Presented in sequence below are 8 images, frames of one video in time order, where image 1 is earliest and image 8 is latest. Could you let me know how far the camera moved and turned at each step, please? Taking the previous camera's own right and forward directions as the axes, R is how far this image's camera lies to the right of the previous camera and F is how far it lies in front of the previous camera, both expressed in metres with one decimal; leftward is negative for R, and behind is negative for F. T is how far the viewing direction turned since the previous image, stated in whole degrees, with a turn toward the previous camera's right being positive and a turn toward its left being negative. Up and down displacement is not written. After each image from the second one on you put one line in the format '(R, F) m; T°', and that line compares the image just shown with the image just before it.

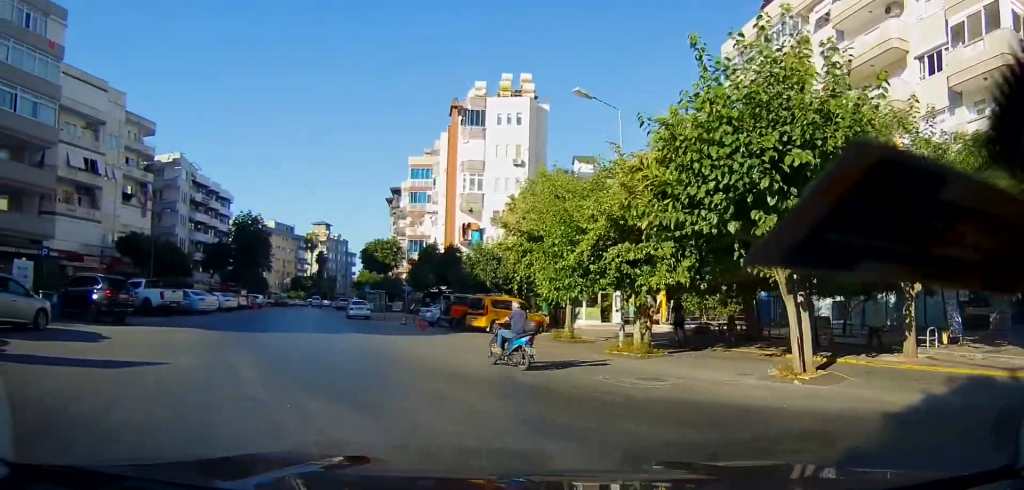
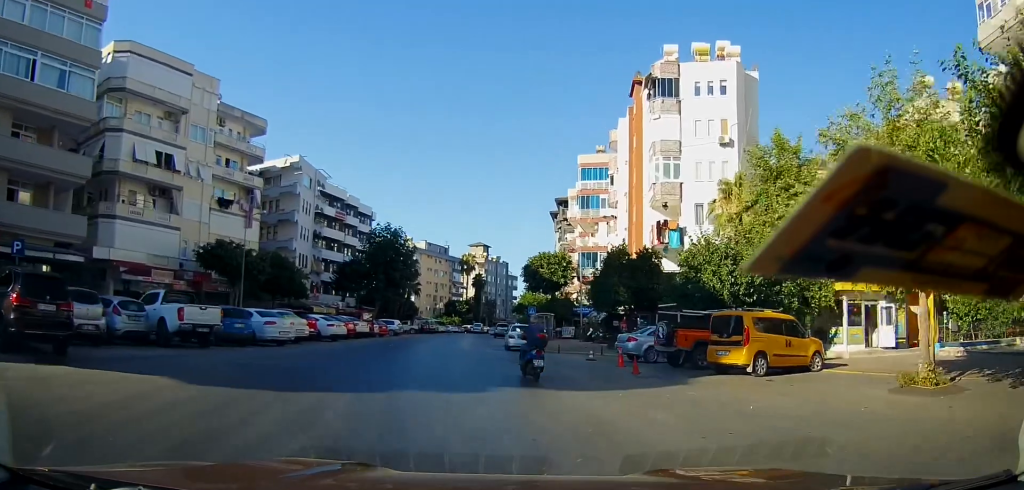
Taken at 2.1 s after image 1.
(-1.2, +11.1) m; -12°
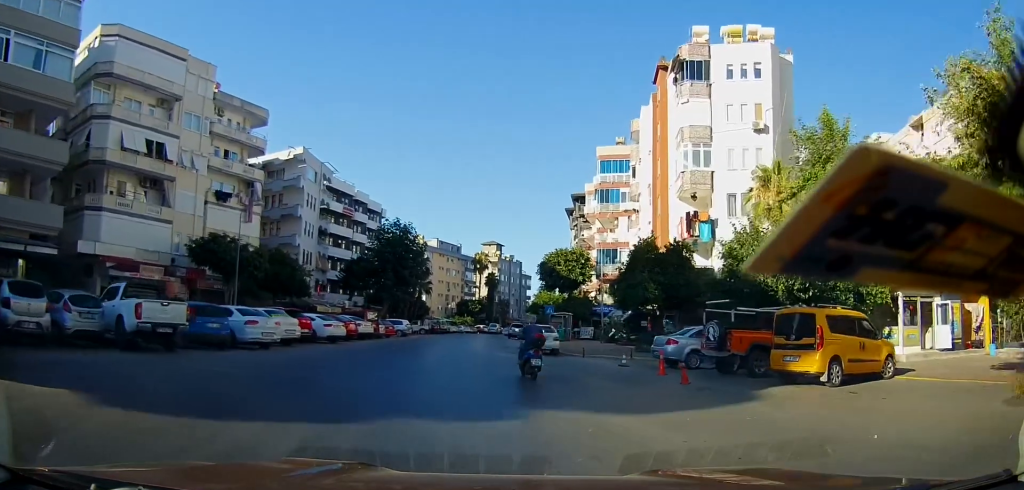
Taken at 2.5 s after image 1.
(-0.2, +3.0) m; -2°
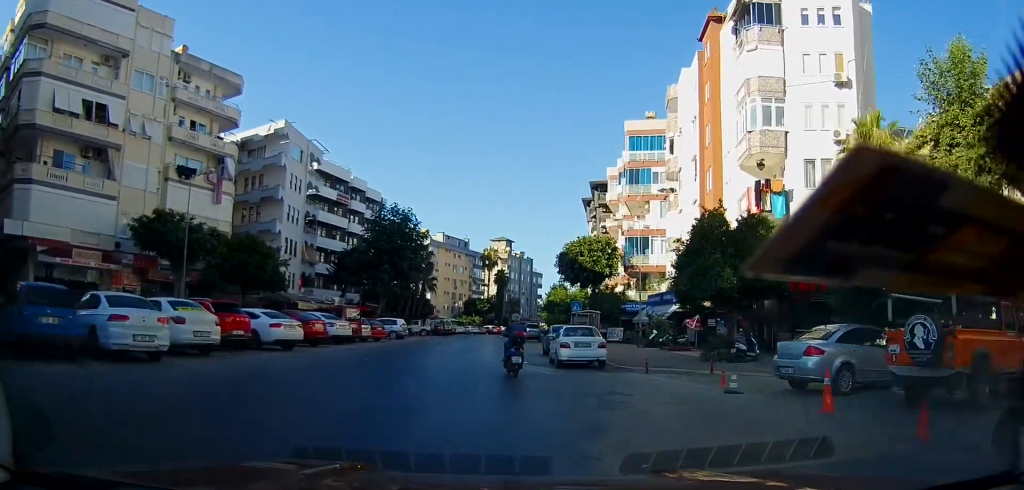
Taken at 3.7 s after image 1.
(-0.1, +7.7) m; +2°
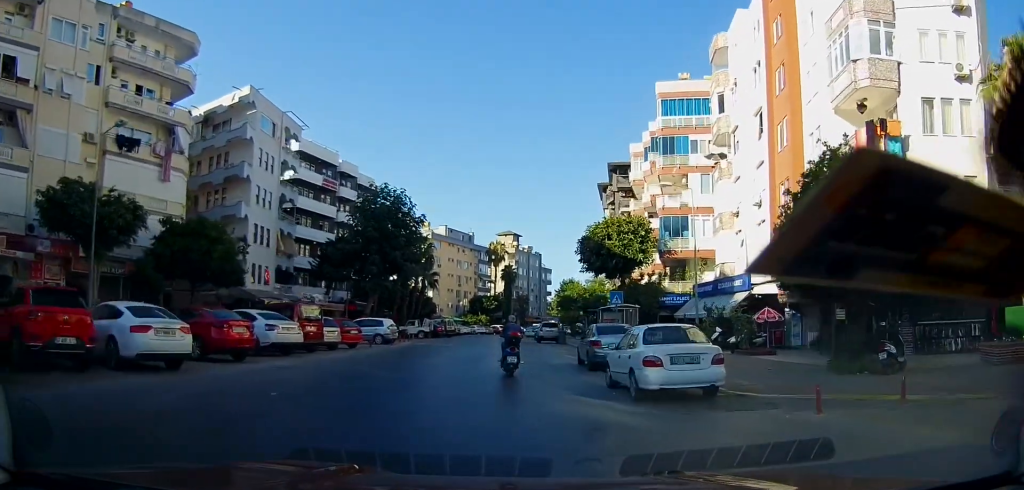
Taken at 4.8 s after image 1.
(+0.4, +8.1) m; 0°
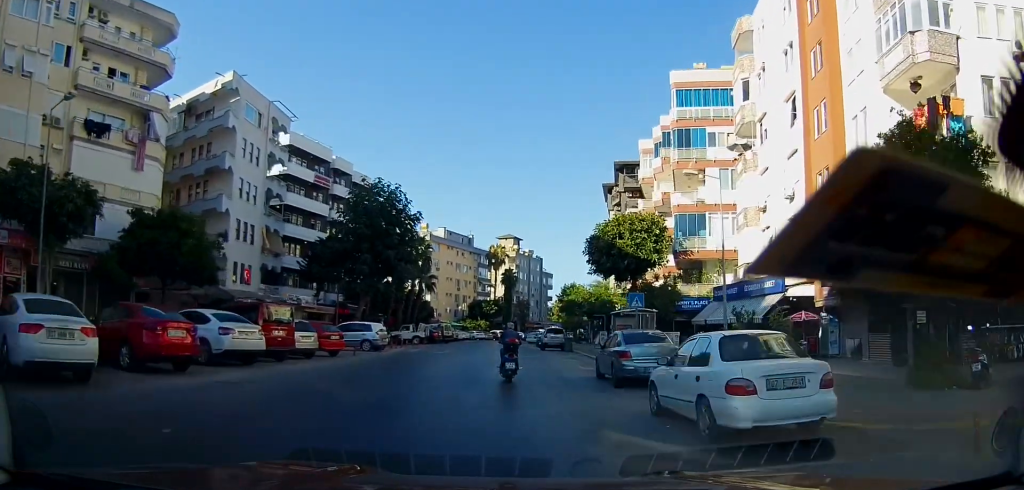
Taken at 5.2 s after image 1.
(-0.2, +3.1) m; -2°
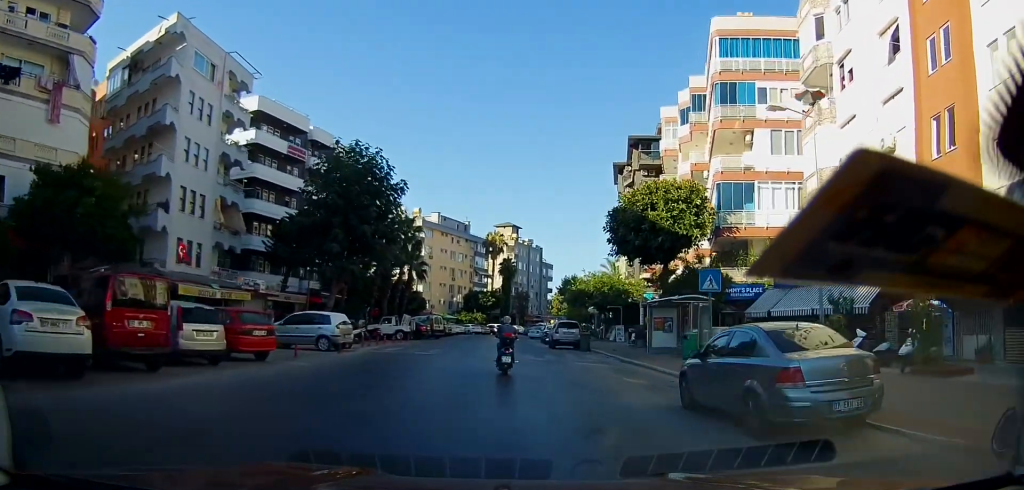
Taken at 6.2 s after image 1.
(-0.2, +6.9) m; -1°
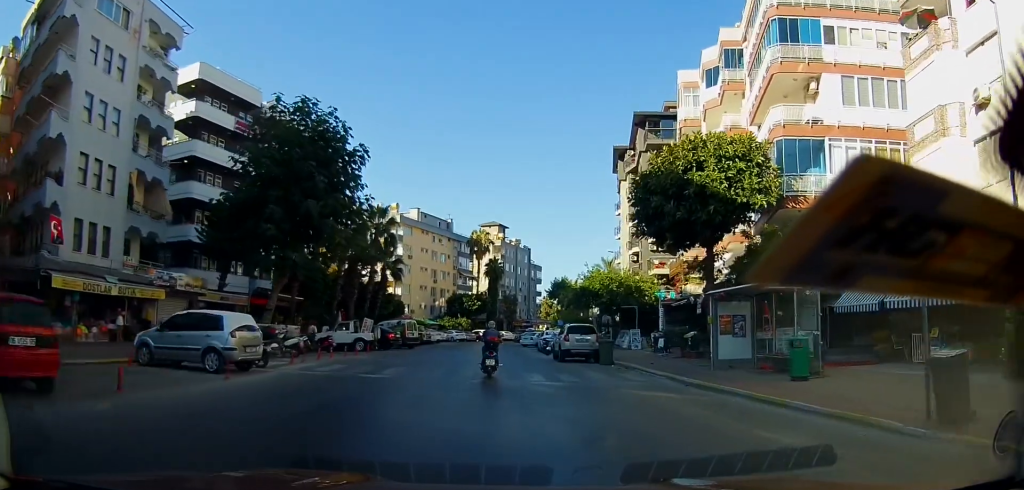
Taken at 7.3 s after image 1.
(+0.1, +7.7) m; +3°
